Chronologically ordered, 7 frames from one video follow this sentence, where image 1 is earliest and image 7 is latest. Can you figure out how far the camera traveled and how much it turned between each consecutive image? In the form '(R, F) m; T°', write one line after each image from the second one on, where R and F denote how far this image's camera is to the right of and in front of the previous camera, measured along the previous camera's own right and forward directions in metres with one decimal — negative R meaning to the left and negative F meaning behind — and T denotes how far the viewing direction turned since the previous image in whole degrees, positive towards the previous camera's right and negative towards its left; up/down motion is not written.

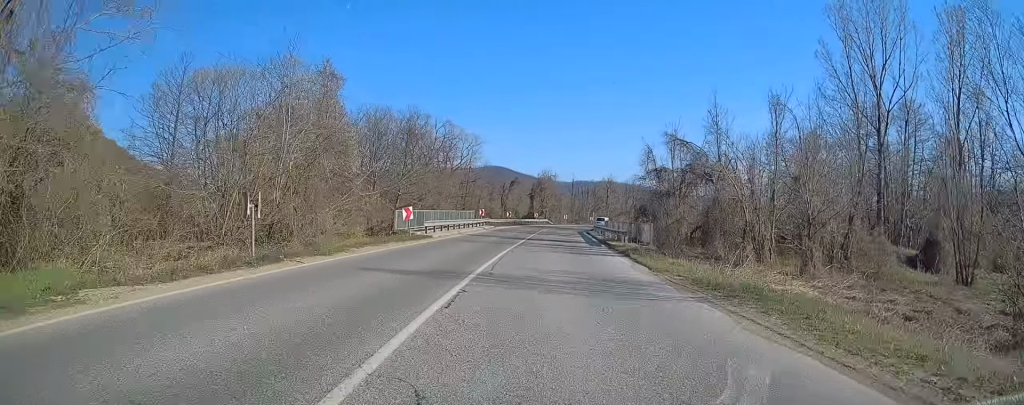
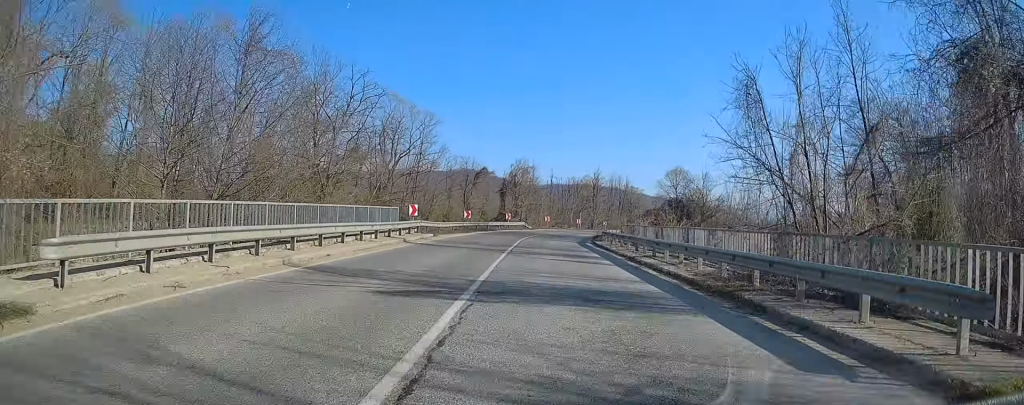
(+0.5, +24.4) m; +3°
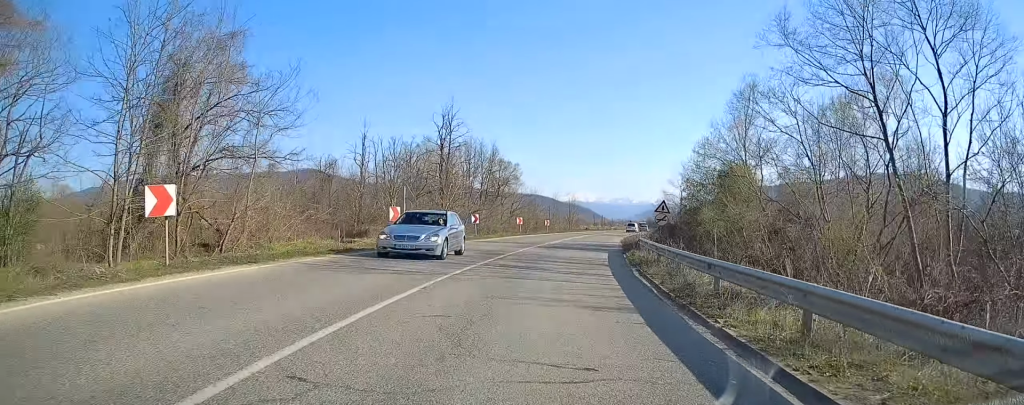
(+5.5, +66.1) m; +11°
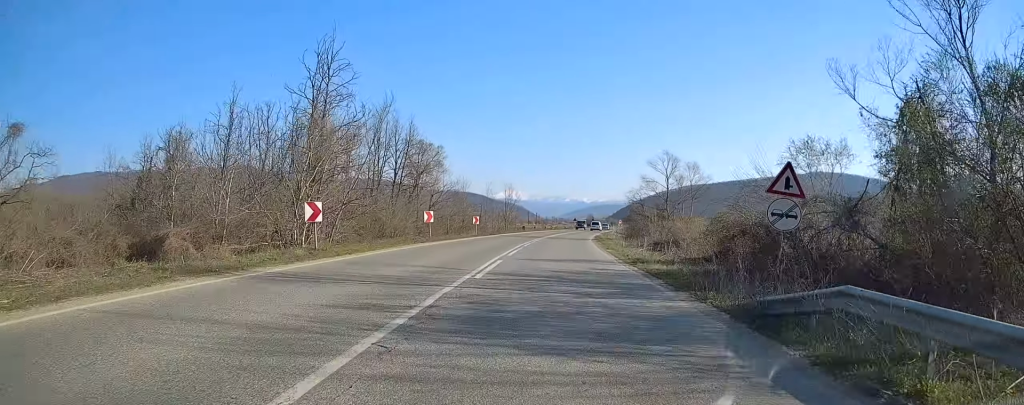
(+1.1, +21.7) m; +6°
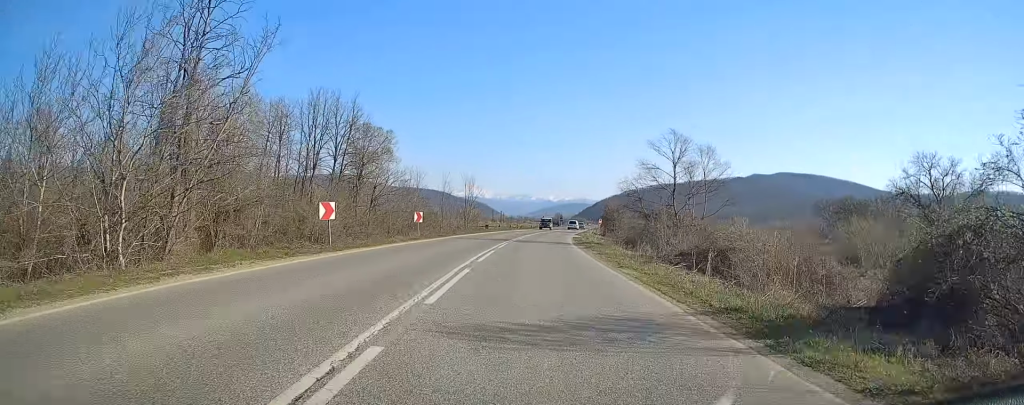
(+0.1, +12.6) m; +3°
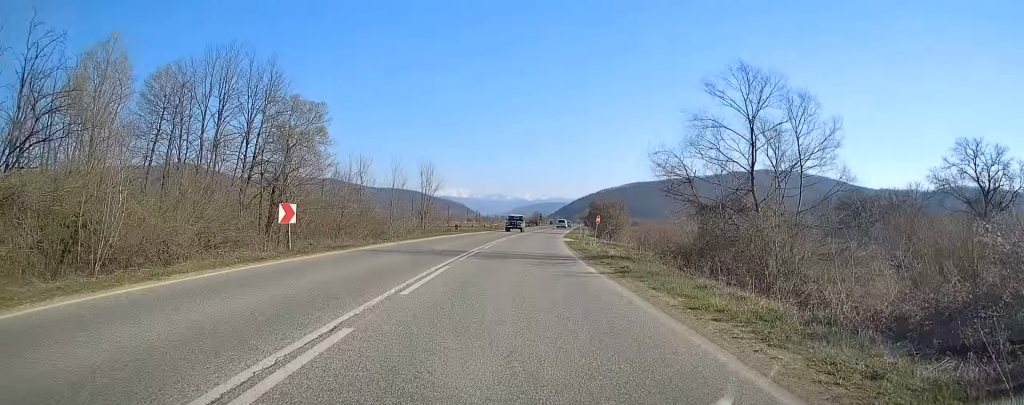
(+0.8, +17.0) m; +3°
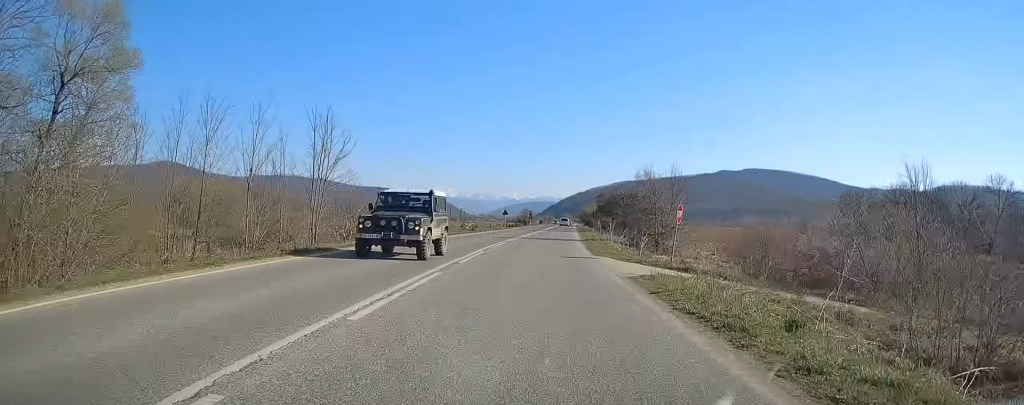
(+1.2, +29.4) m; +4°
